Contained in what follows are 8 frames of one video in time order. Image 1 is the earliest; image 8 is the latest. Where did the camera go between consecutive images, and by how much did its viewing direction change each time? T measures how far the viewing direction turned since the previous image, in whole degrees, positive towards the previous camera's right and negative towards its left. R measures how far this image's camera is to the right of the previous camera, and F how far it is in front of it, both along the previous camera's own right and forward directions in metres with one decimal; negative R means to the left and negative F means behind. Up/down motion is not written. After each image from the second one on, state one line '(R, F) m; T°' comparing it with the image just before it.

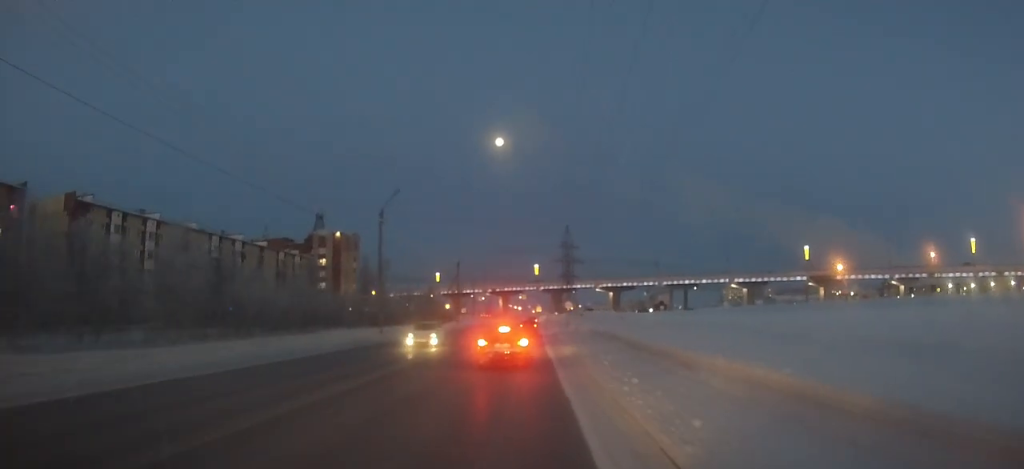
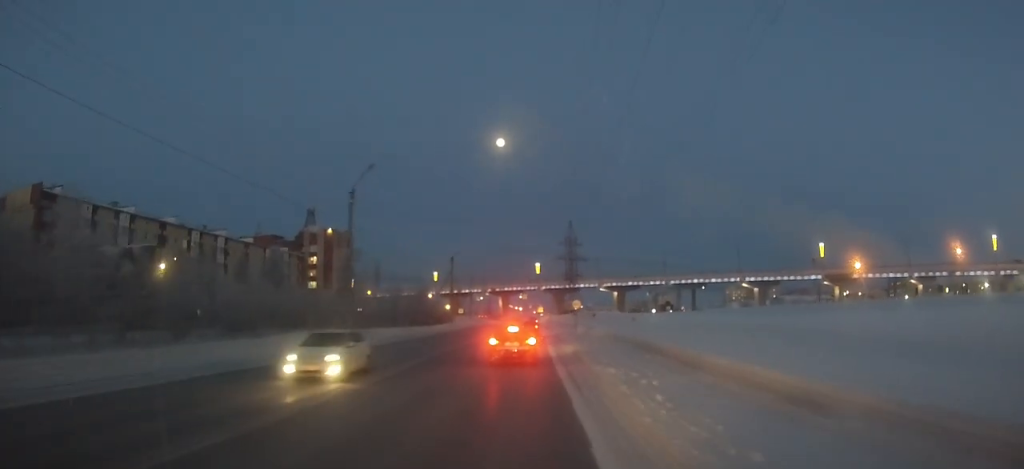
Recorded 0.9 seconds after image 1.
(0.0, +8.2) m; 0°
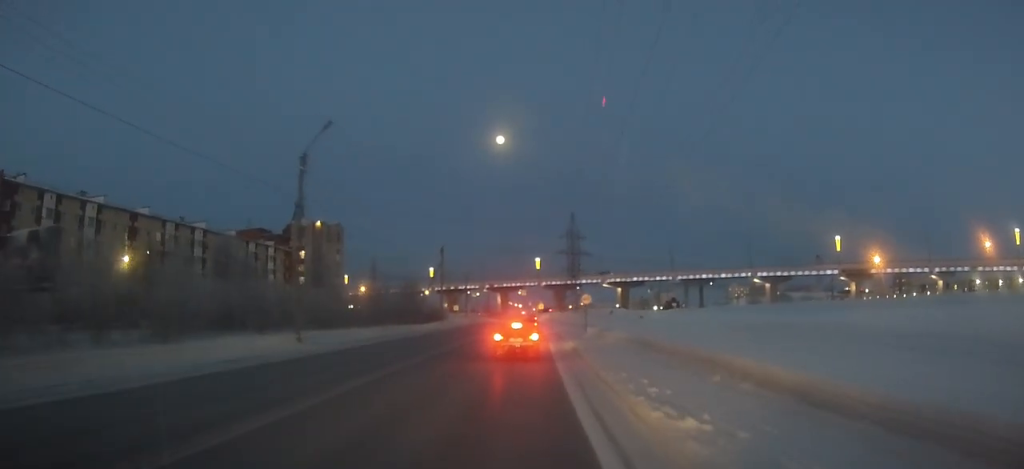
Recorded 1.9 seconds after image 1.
(0.0, +8.8) m; 0°
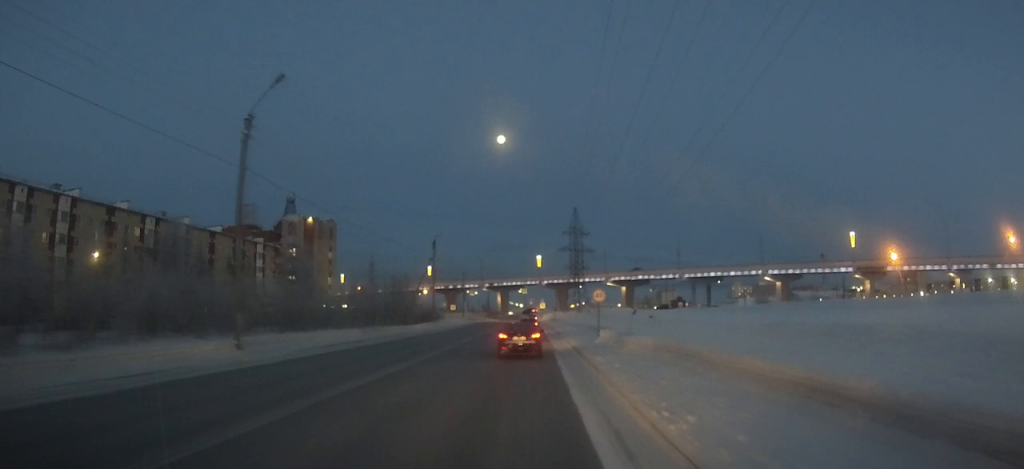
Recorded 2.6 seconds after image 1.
(0.0, +7.0) m; 0°
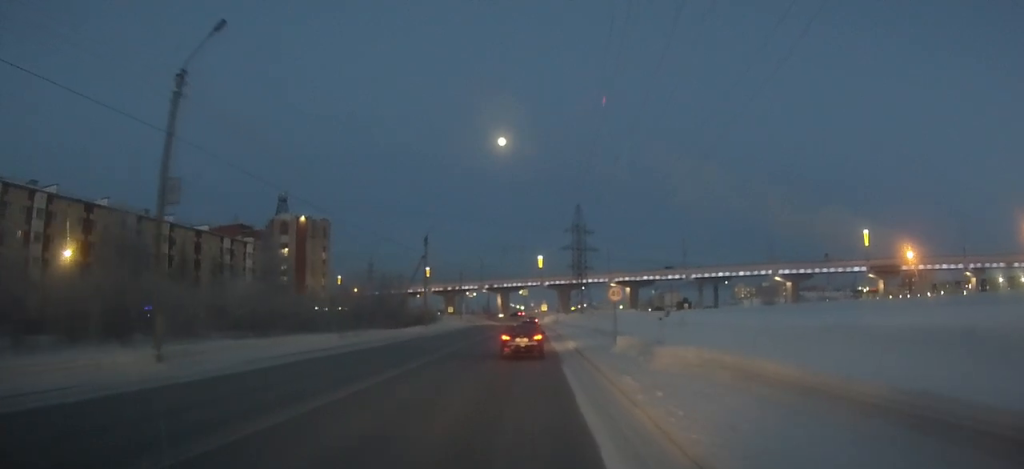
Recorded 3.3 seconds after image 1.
(0.0, +6.1) m; 0°
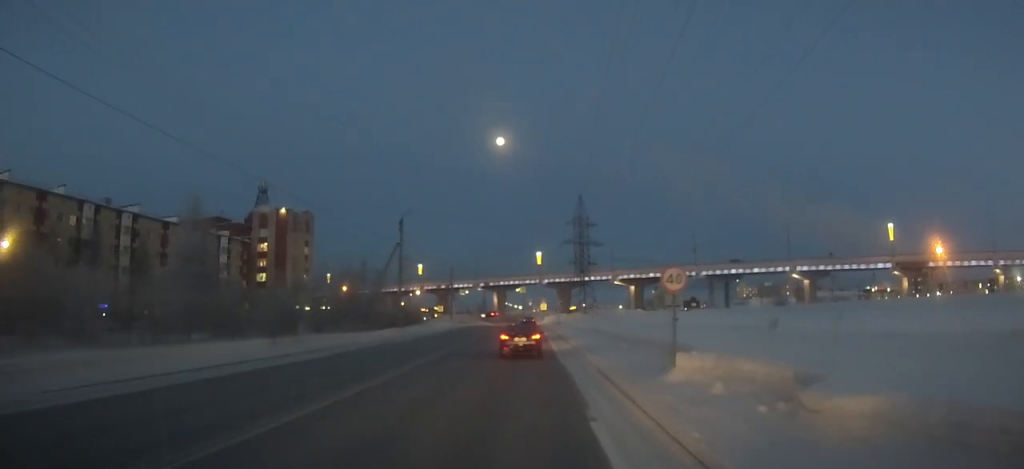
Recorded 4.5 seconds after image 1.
(0.0, +11.4) m; 0°
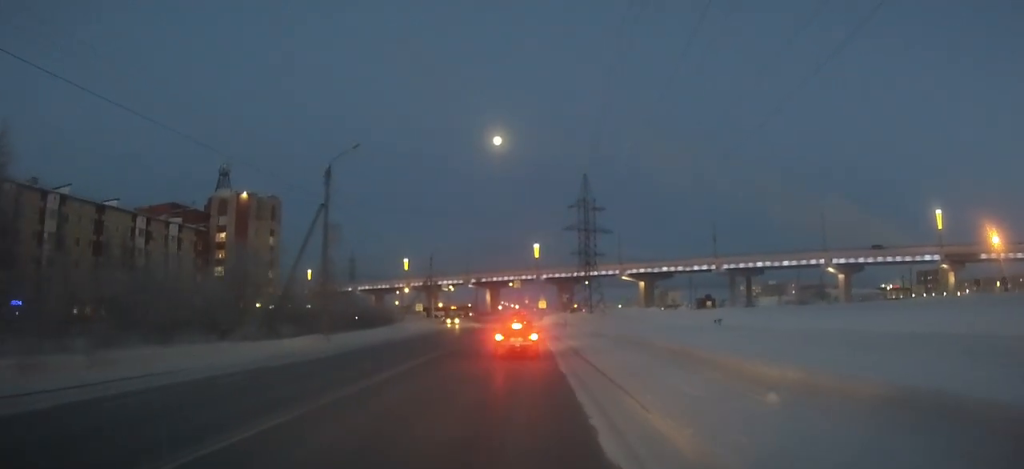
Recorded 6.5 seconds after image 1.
(-0.1, +18.0) m; 0°
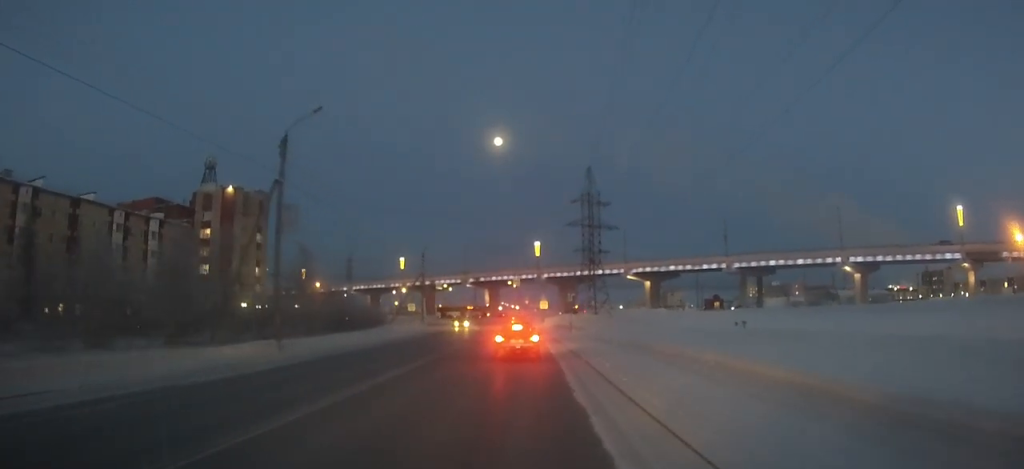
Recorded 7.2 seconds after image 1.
(0.0, +6.4) m; 0°
